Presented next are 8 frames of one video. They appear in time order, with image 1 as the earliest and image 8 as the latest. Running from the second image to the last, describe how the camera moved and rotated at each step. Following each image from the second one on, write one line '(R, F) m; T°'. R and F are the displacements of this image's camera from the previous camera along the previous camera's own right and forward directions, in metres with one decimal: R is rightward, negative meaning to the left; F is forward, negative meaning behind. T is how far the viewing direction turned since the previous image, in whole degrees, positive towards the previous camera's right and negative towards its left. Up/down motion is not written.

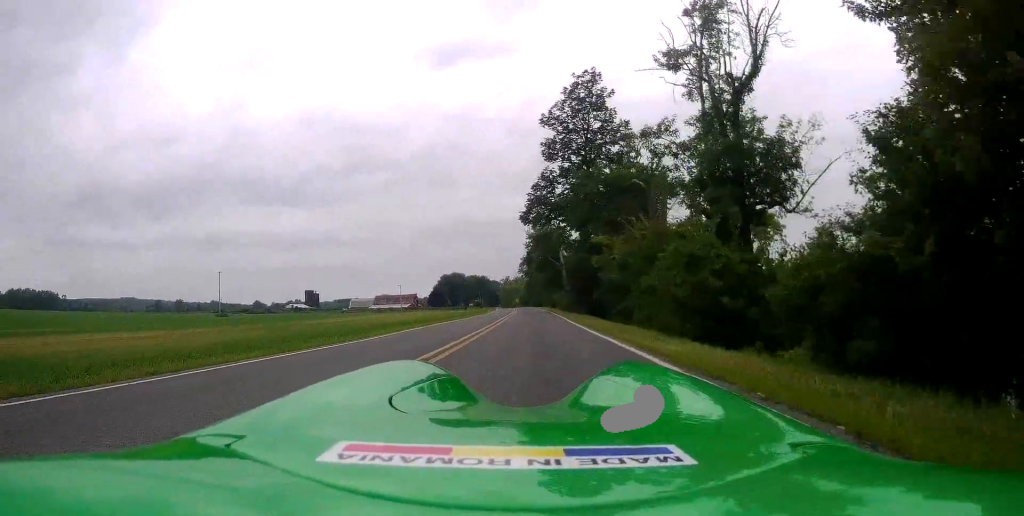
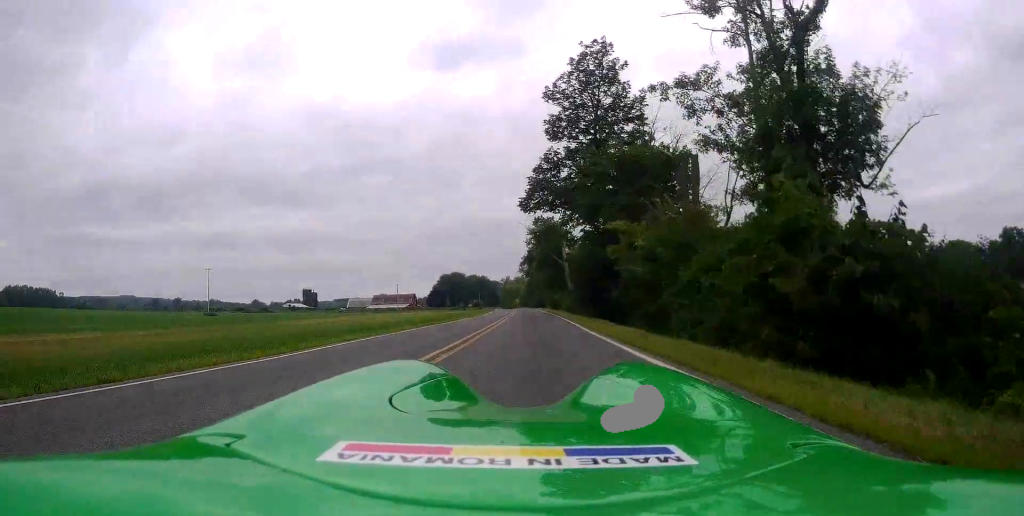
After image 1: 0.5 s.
(-0.1, +6.5) m; -1°
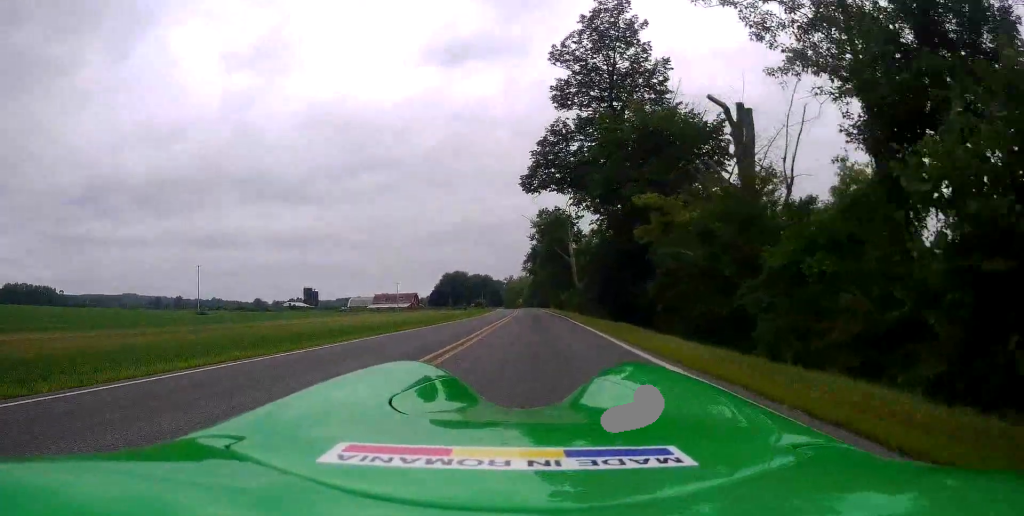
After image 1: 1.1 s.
(-0.3, +7.0) m; 0°
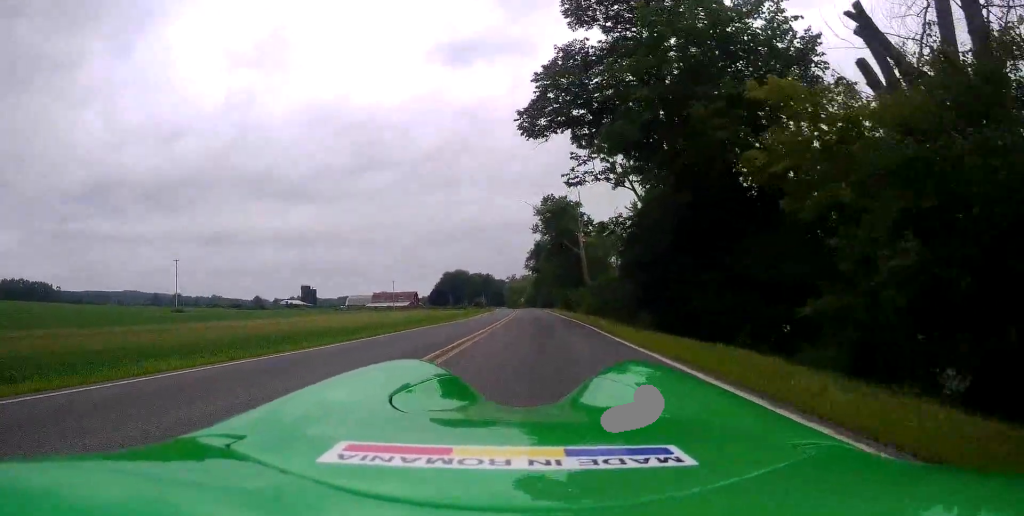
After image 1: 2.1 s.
(+0.3, +11.3) m; -1°
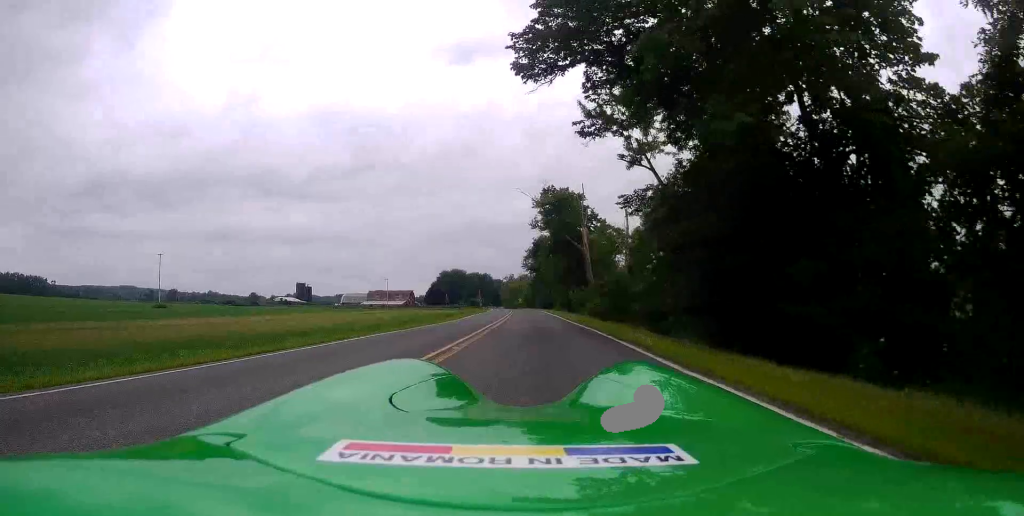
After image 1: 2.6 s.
(-0.2, +6.3) m; 0°
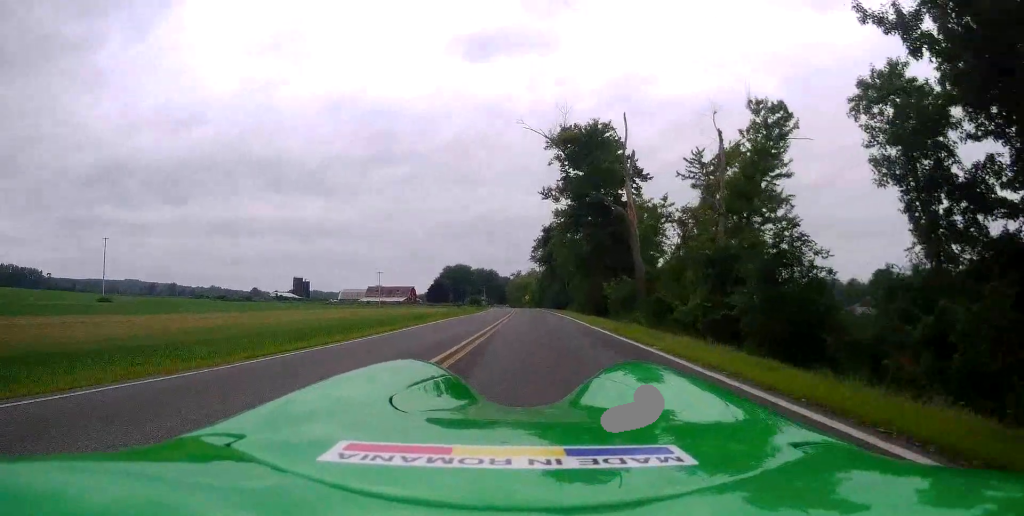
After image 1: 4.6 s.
(+0.5, +22.6) m; +3°
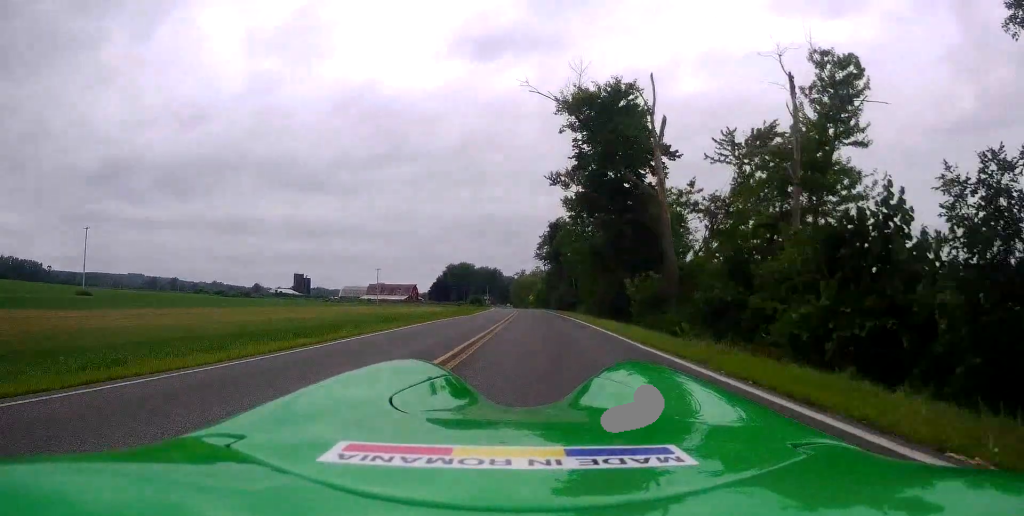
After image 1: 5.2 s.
(0.0, +7.2) m; 0°
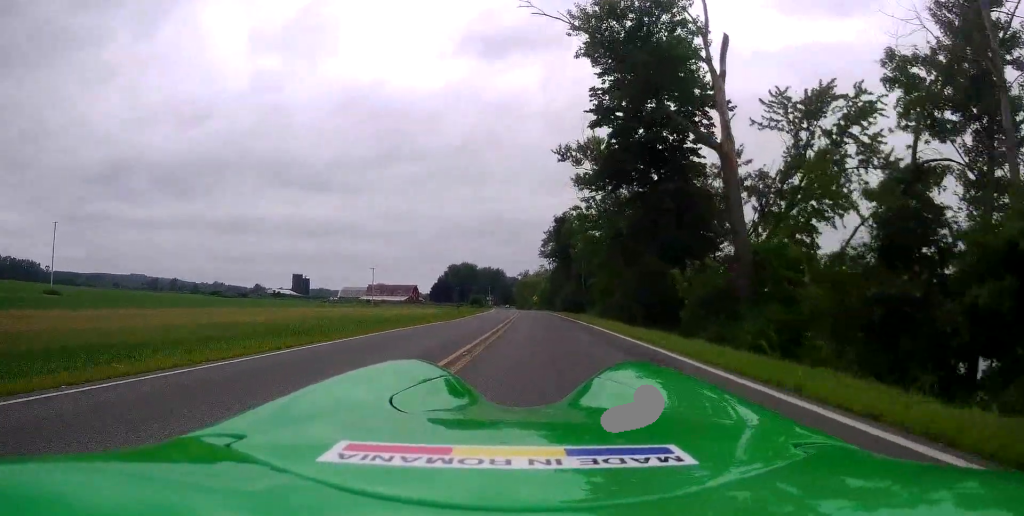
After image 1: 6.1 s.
(0.0, +10.1) m; -2°
